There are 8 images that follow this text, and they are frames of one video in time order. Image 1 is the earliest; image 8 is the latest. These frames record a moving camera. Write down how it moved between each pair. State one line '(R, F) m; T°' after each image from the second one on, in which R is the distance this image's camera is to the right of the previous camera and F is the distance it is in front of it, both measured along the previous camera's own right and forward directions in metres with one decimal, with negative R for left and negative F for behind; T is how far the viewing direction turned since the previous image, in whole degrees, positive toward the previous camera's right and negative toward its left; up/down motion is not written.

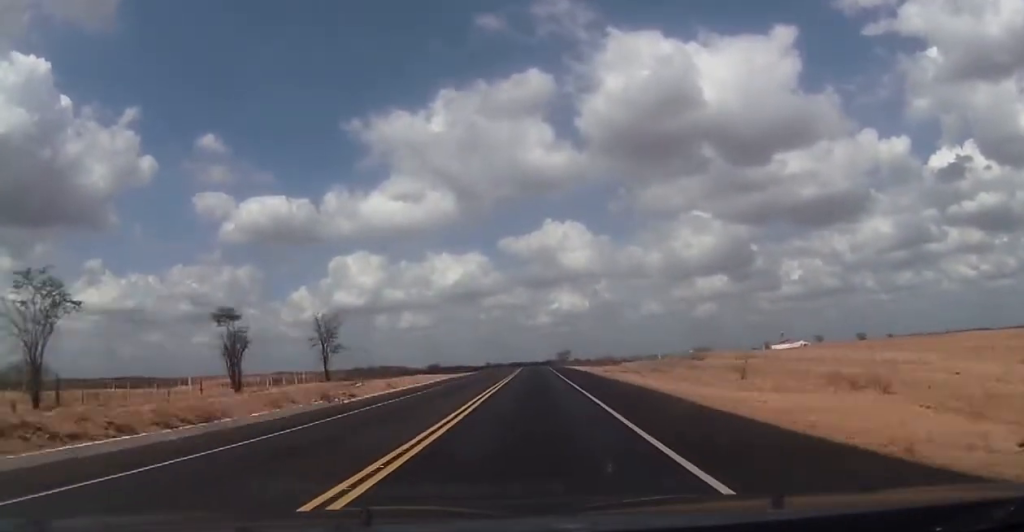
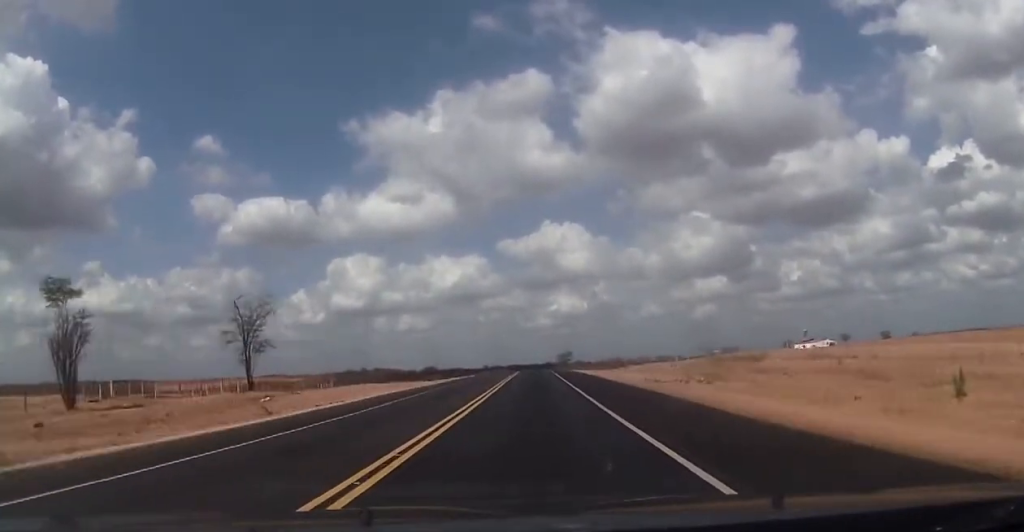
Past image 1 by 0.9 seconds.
(+0.2, +26.5) m; 0°
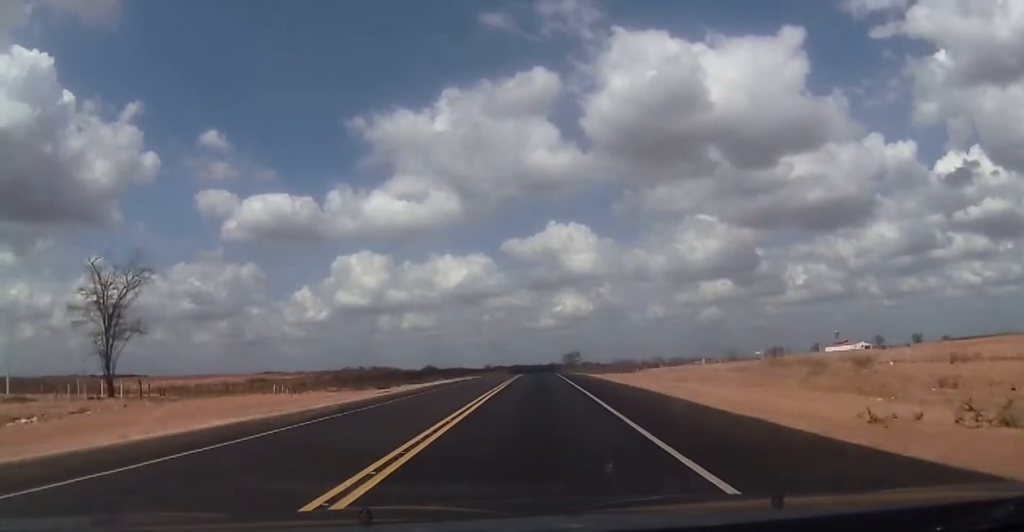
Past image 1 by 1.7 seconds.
(0.0, +25.7) m; -1°
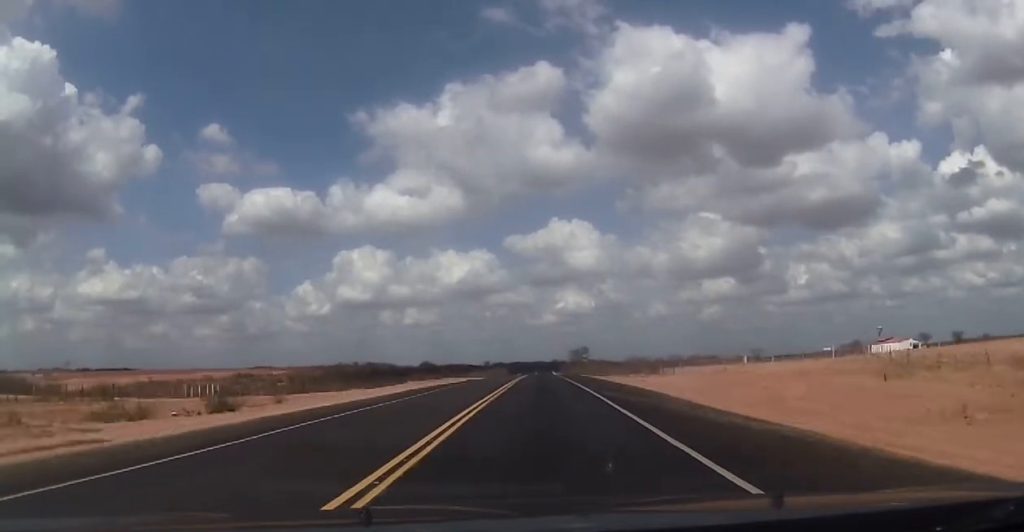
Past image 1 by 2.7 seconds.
(-0.6, +31.0) m; 0°
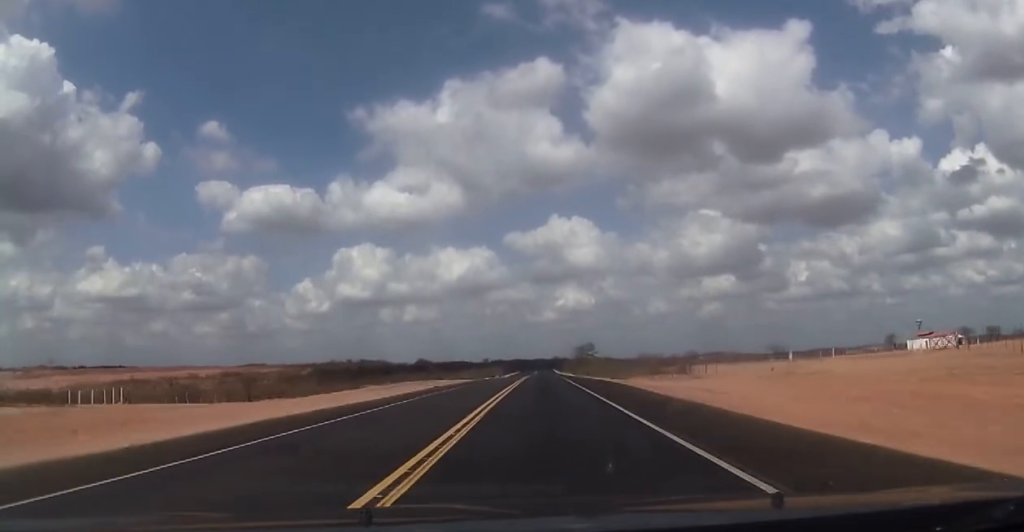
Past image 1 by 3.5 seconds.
(+0.5, +23.7) m; 0°
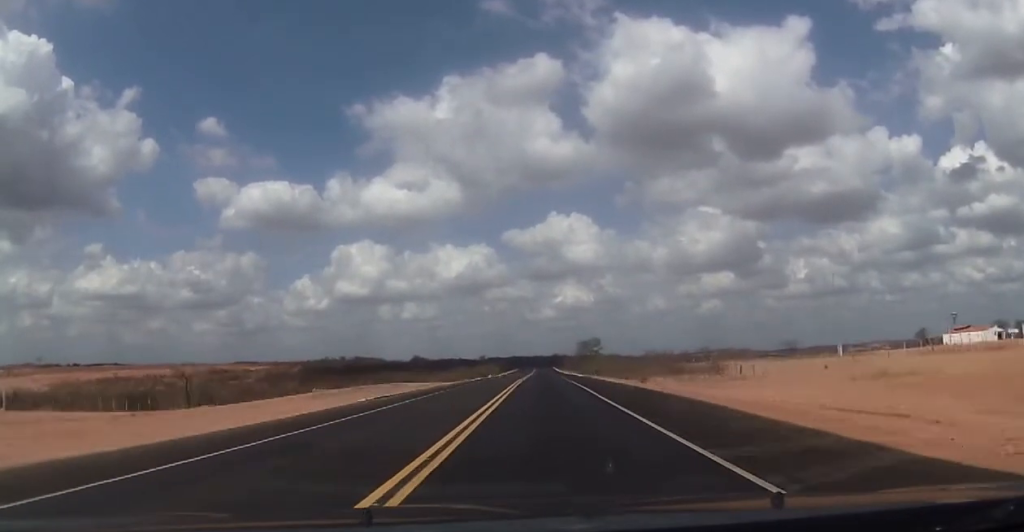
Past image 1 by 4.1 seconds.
(-0.2, +18.6) m; 0°
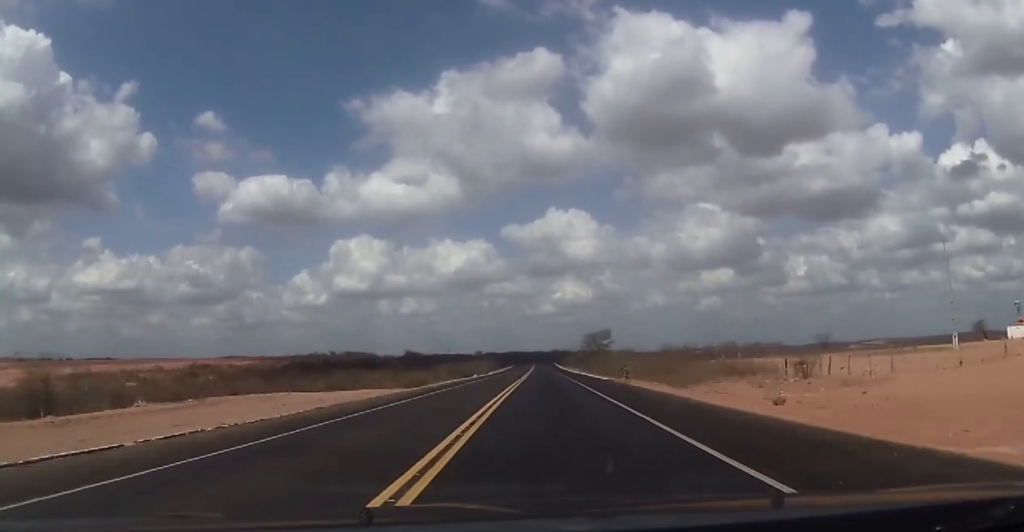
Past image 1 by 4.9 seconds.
(-0.2, +27.0) m; 0°
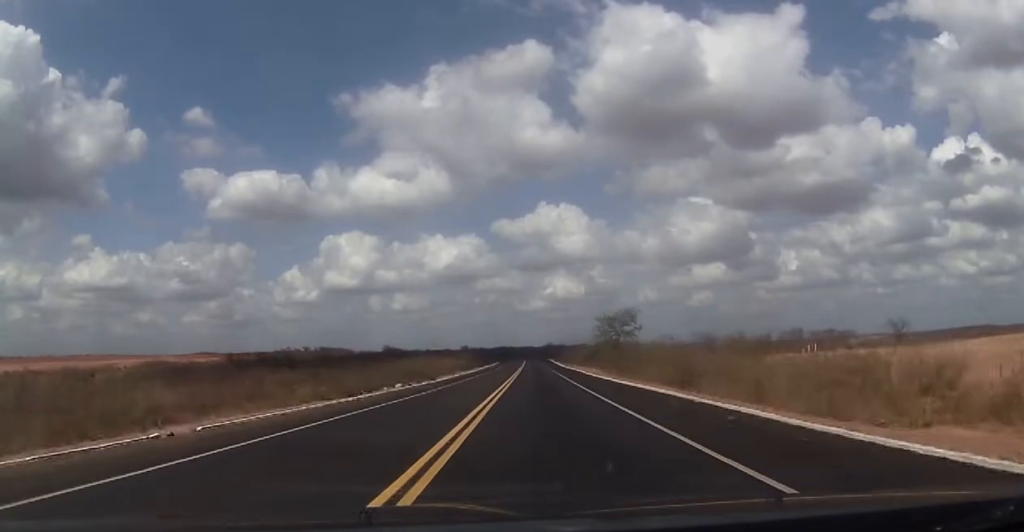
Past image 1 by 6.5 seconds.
(+0.4, +49.4) m; 0°
